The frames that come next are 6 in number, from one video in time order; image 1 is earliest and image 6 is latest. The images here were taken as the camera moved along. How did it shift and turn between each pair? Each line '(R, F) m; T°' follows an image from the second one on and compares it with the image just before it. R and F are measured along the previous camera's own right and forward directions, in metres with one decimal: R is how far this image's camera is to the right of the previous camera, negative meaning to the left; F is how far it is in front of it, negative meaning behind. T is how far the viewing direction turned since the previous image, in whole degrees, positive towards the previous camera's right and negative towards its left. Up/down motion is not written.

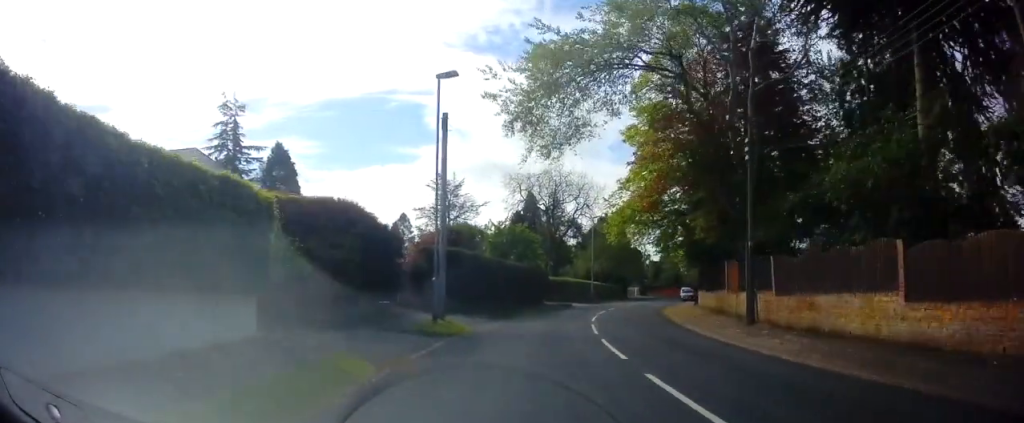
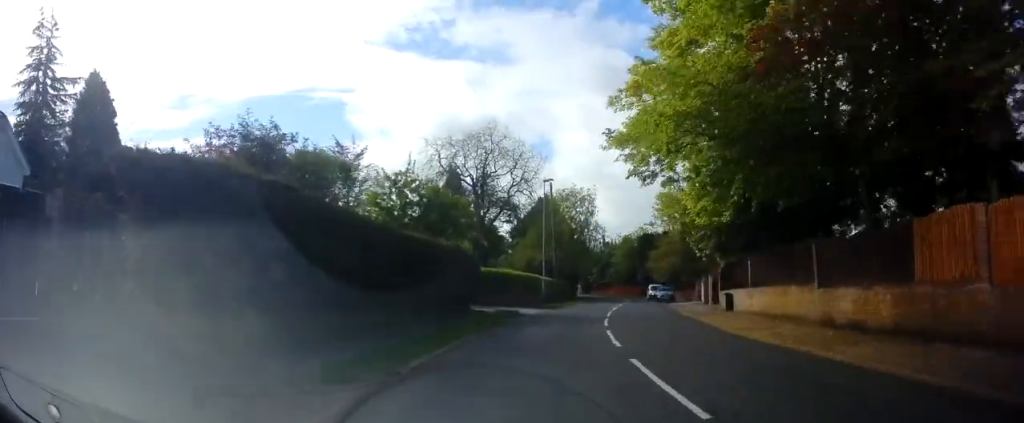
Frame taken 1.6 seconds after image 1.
(+1.3, +18.9) m; +7°
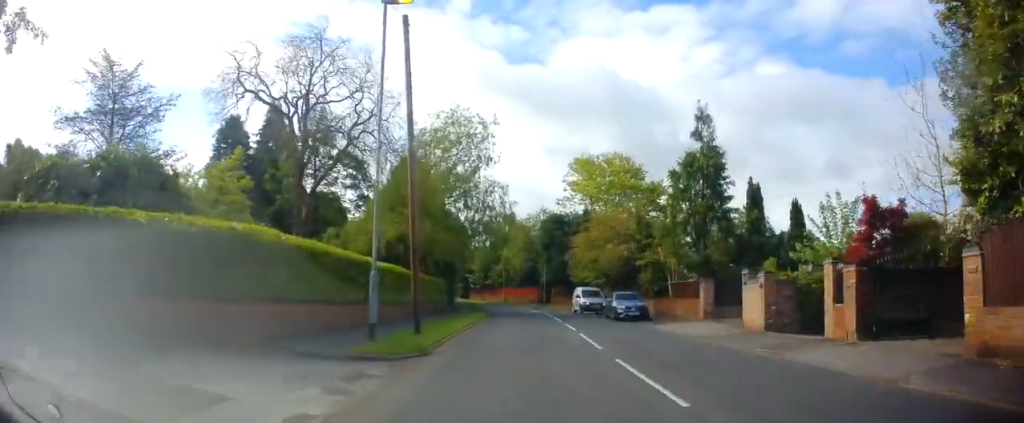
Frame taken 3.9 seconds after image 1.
(+2.7, +25.6) m; +12°
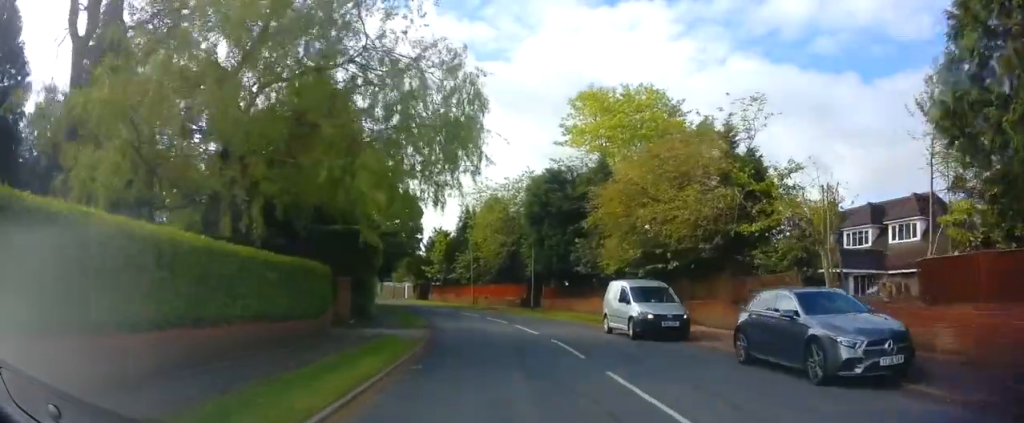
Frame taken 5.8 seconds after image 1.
(+1.7, +20.6) m; +5°
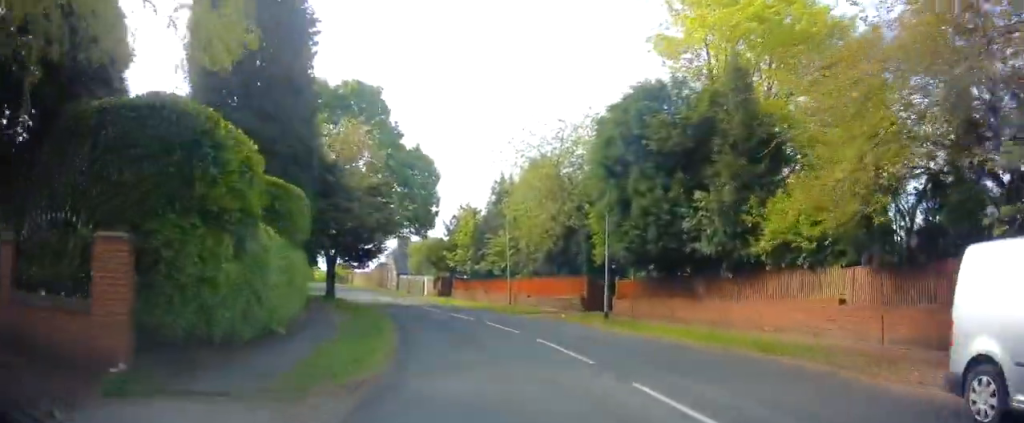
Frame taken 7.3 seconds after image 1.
(-0.5, +14.9) m; -4°
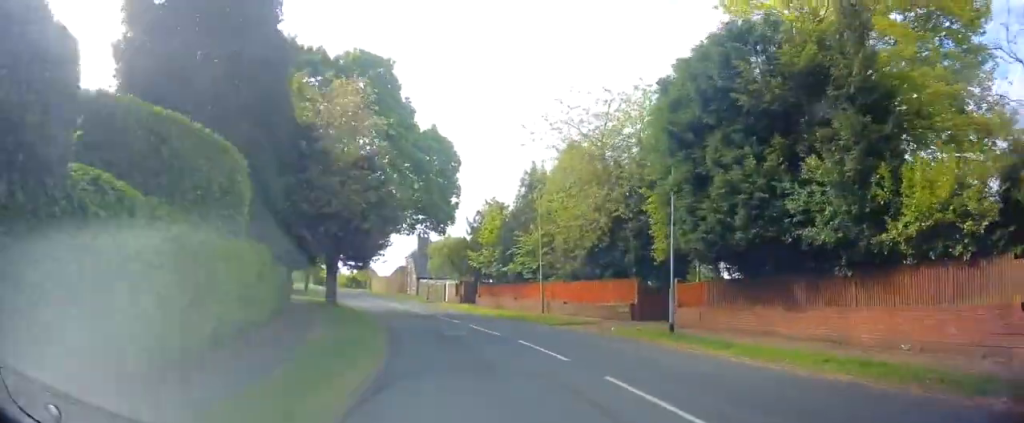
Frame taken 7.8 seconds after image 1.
(0.0, +5.6) m; -1°
